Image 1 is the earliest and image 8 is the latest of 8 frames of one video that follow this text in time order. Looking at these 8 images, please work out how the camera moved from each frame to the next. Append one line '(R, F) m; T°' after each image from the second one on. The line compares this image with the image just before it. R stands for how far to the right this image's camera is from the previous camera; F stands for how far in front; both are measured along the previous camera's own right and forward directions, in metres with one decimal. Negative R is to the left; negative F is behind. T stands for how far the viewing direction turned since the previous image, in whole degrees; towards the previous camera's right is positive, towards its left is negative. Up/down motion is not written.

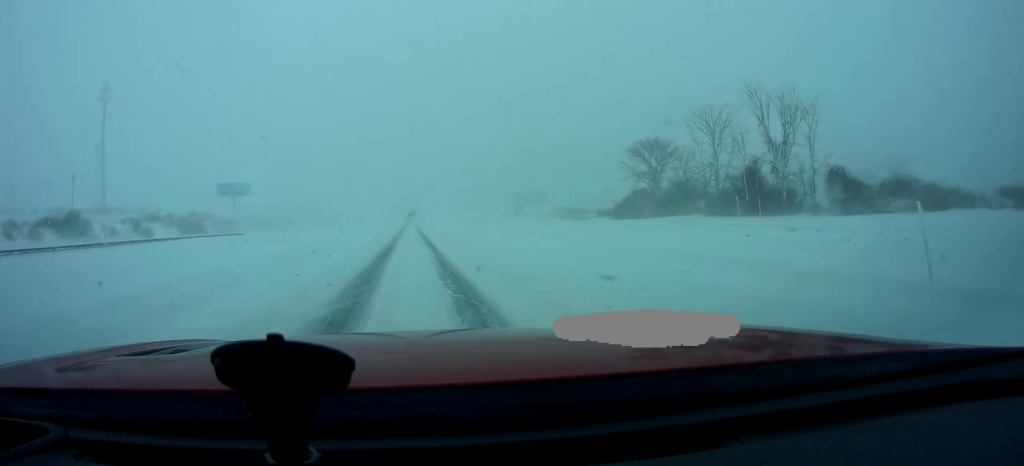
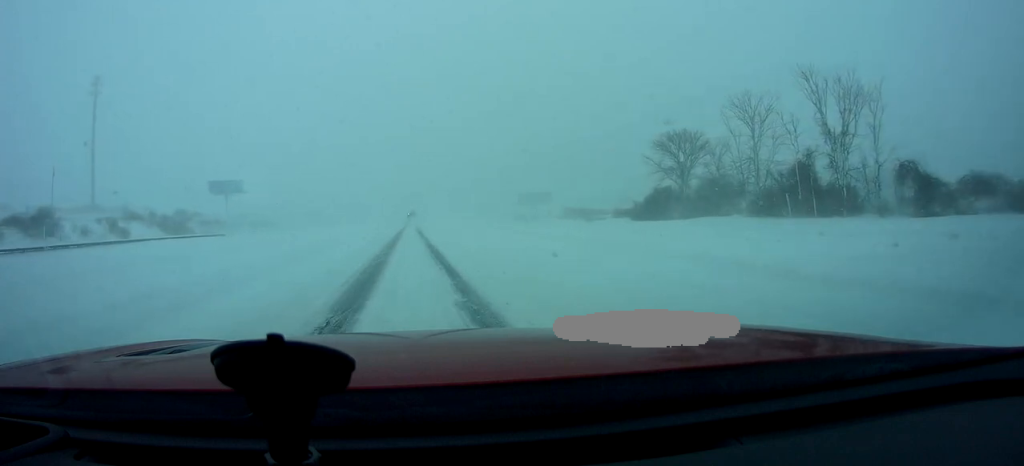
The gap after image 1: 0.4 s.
(-0.2, +8.9) m; 0°
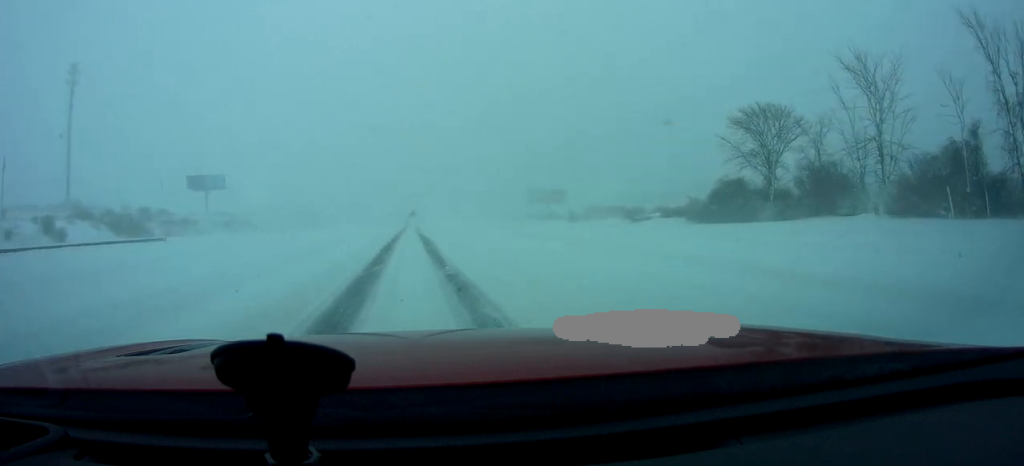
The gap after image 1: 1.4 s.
(0.0, +19.2) m; 0°
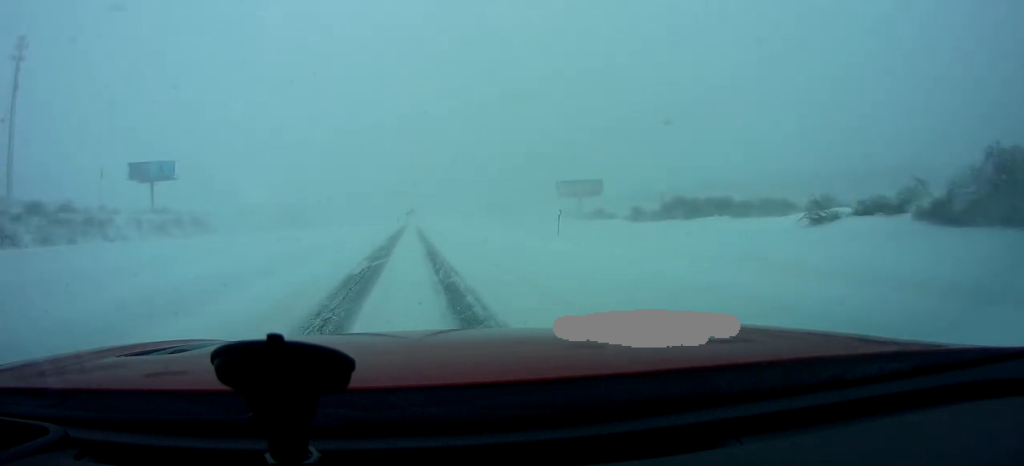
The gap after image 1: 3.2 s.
(-0.1, +37.9) m; 0°
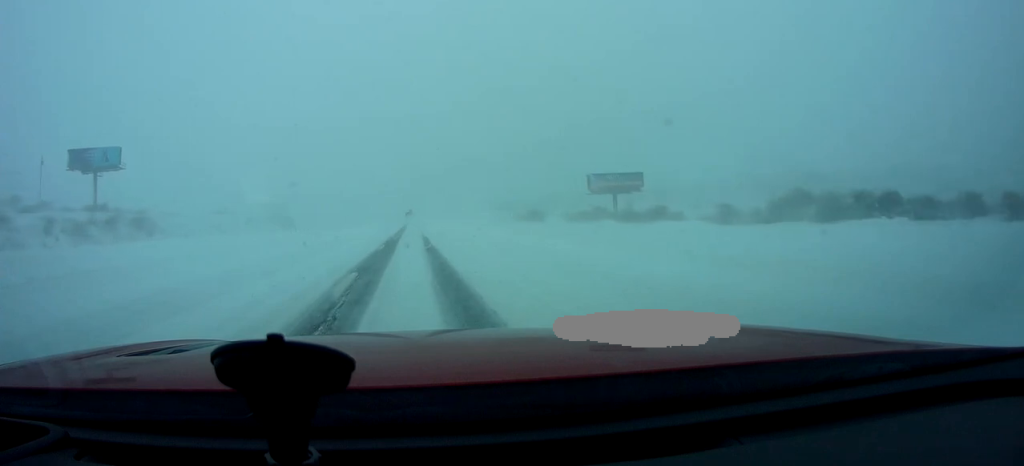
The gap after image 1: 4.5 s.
(+0.5, +28.0) m; +1°
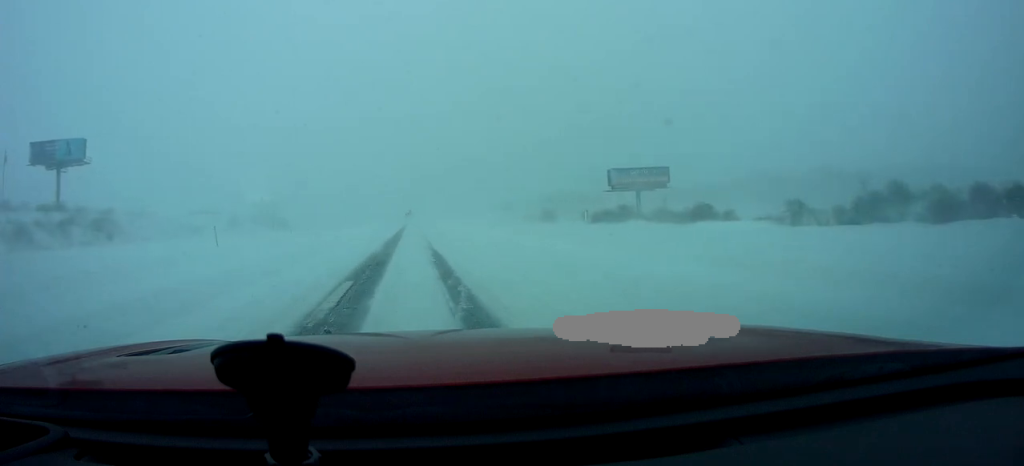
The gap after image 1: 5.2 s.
(-0.1, +14.1) m; 0°
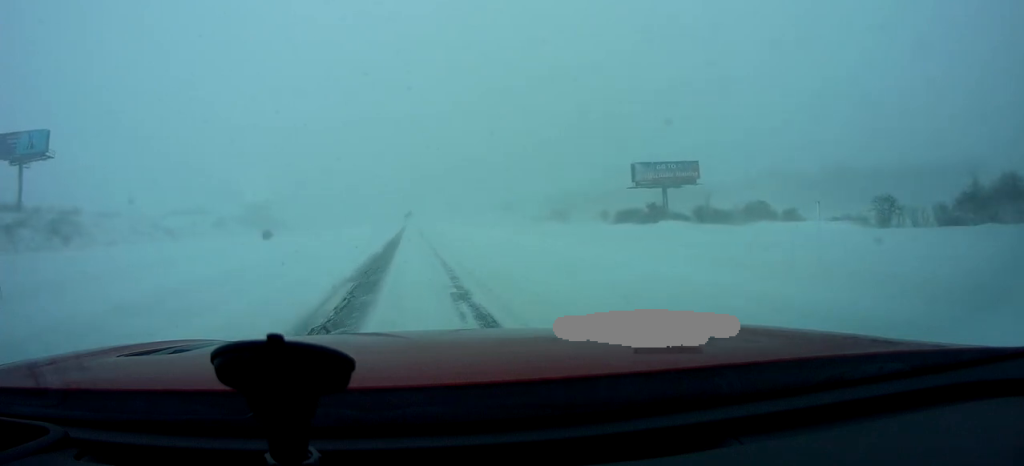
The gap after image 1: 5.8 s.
(-0.2, +12.7) m; 0°
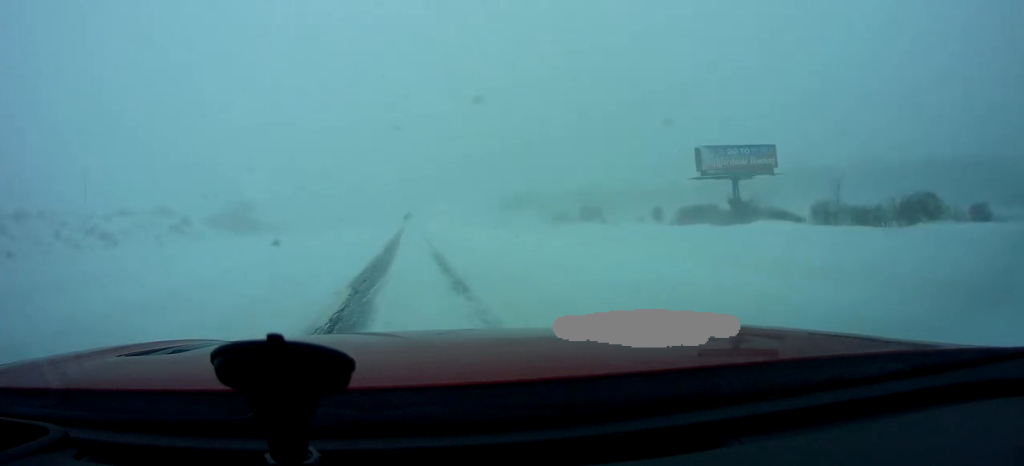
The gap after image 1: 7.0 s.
(+0.4, +24.8) m; +2°
